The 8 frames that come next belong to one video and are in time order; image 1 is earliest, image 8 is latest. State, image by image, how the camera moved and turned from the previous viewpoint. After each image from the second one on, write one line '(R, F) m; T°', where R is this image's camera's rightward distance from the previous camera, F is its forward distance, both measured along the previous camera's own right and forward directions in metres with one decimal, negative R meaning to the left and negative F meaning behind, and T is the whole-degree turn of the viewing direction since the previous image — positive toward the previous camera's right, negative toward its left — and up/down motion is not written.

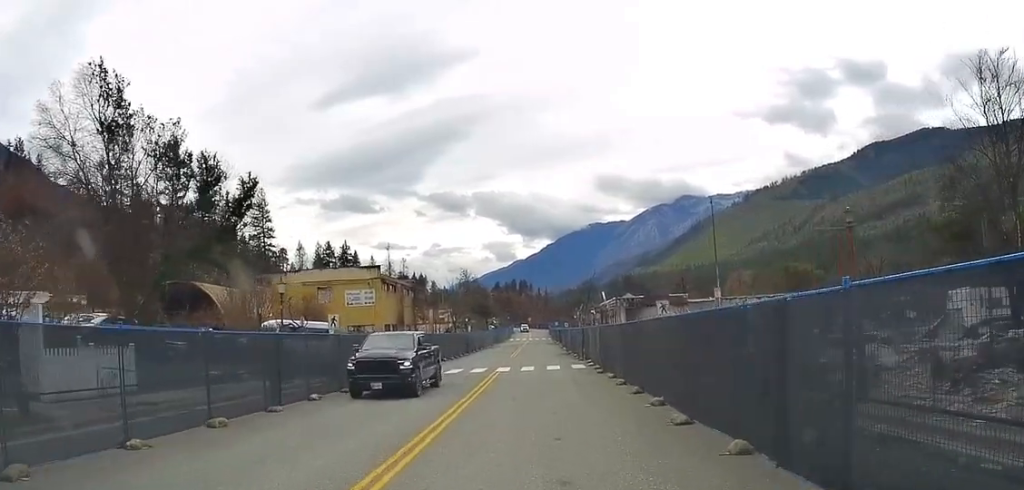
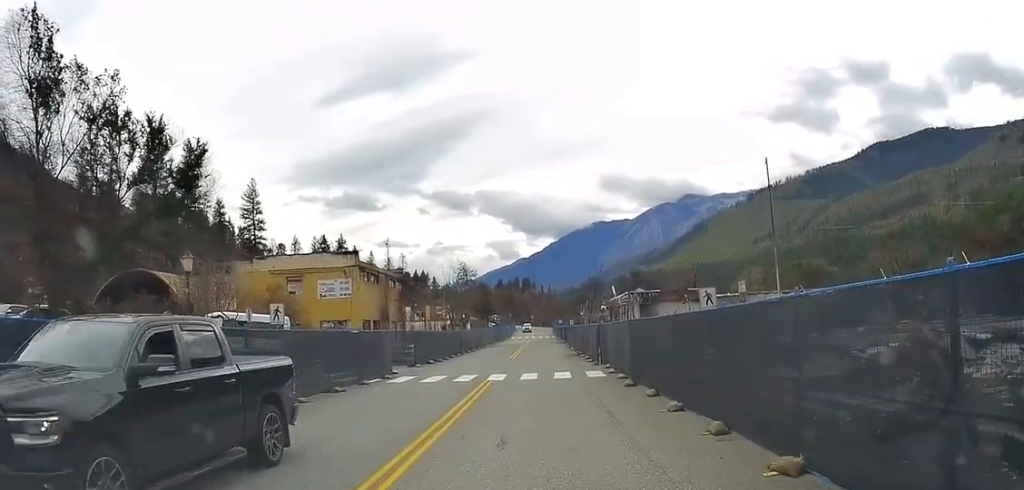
(+0.5, +7.5) m; 0°
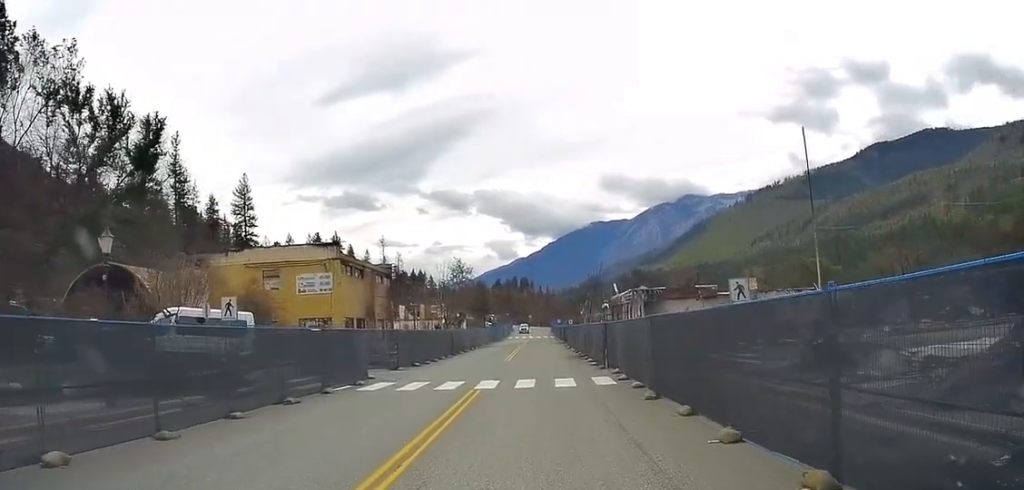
(-0.3, +3.9) m; -1°
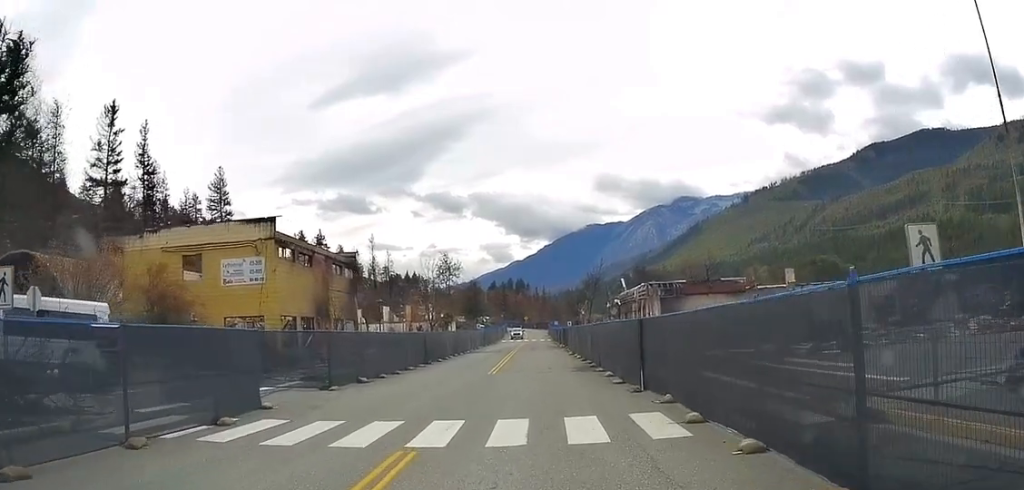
(0.0, +10.0) m; +2°
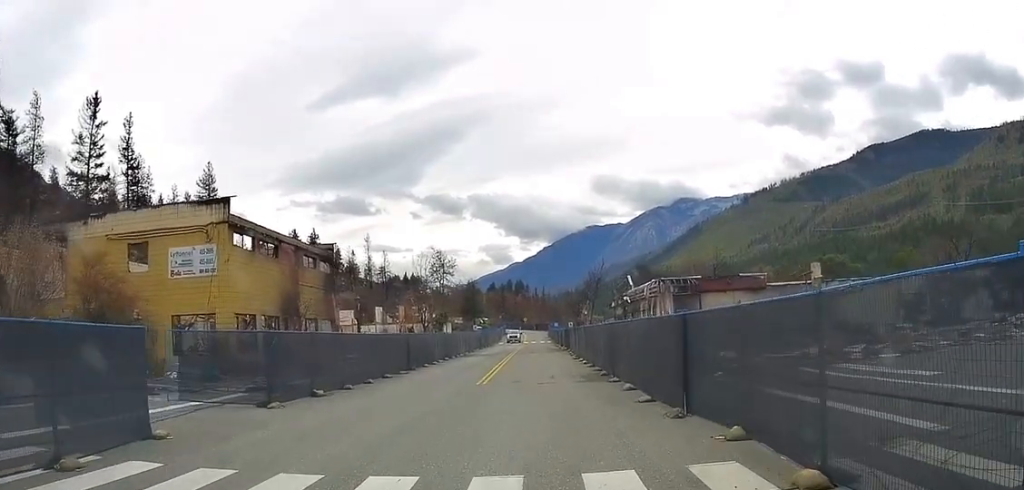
(-0.2, +5.0) m; 0°
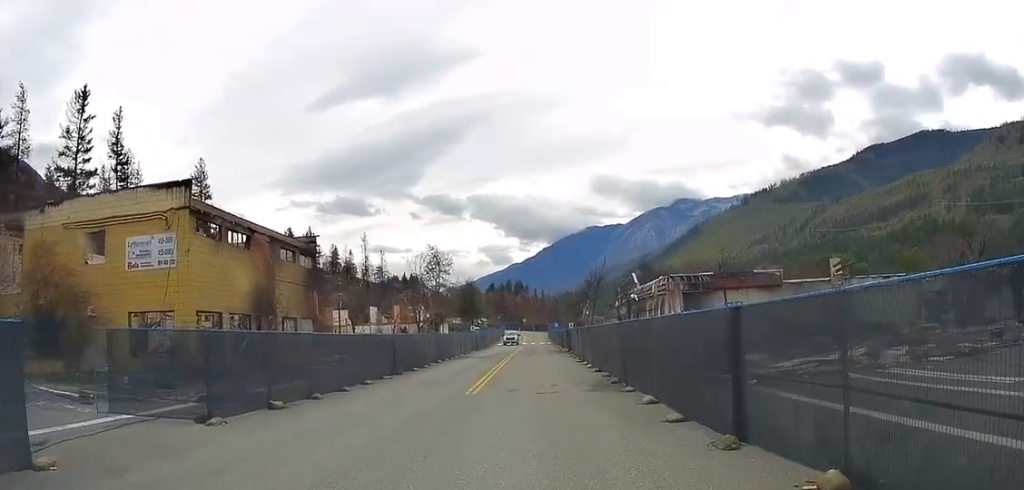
(0.0, +3.3) m; 0°
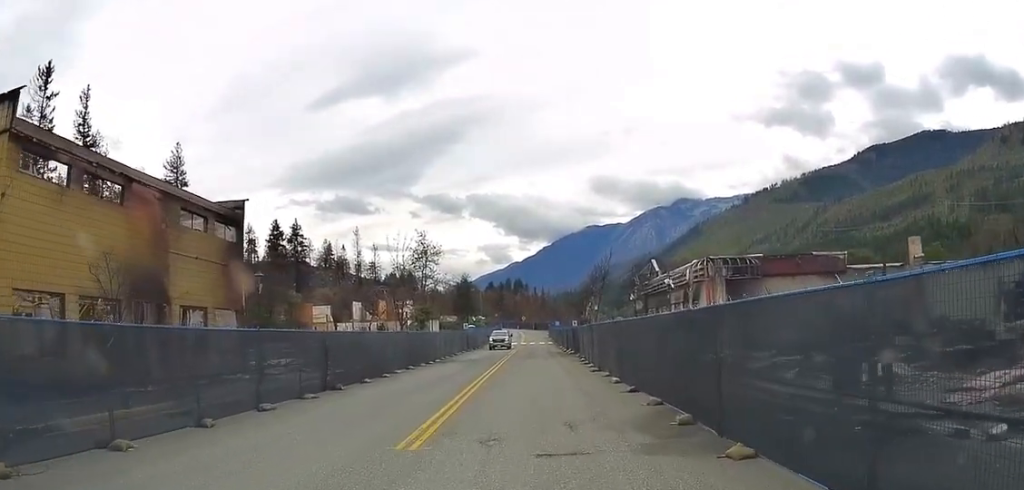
(+0.4, +10.0) m; +1°
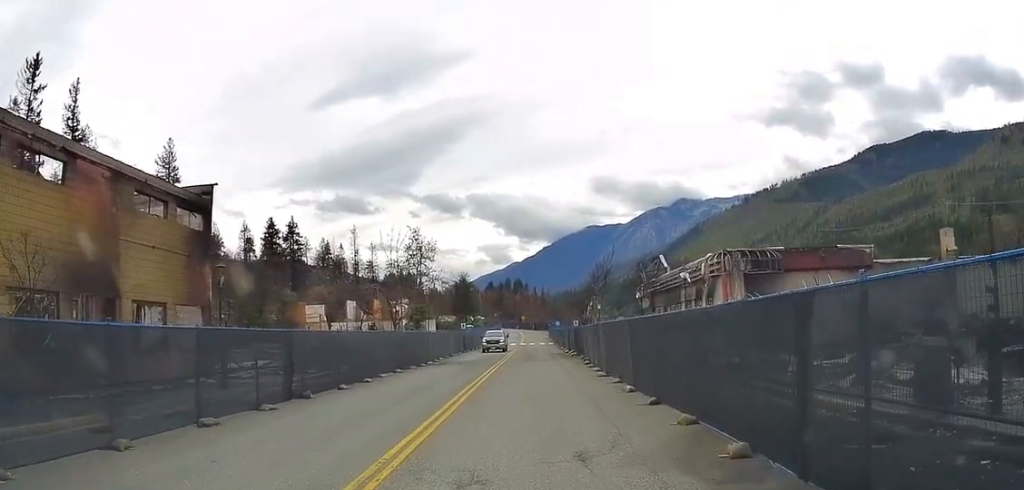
(0.0, +3.1) m; -1°
